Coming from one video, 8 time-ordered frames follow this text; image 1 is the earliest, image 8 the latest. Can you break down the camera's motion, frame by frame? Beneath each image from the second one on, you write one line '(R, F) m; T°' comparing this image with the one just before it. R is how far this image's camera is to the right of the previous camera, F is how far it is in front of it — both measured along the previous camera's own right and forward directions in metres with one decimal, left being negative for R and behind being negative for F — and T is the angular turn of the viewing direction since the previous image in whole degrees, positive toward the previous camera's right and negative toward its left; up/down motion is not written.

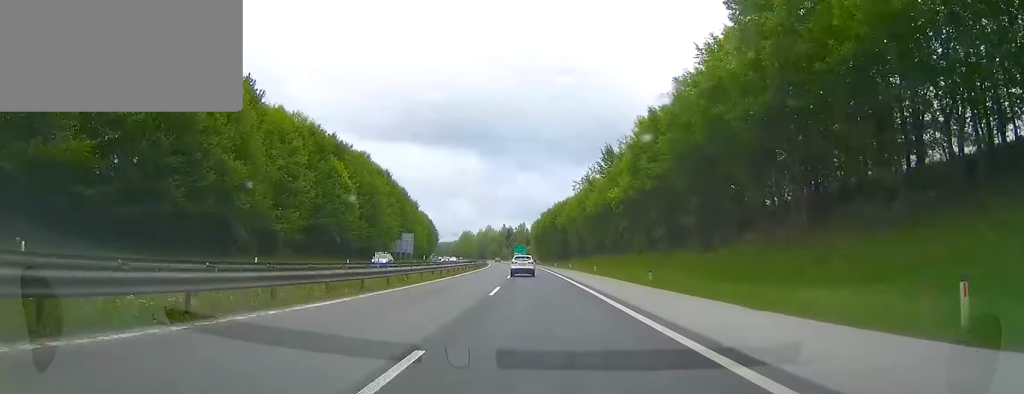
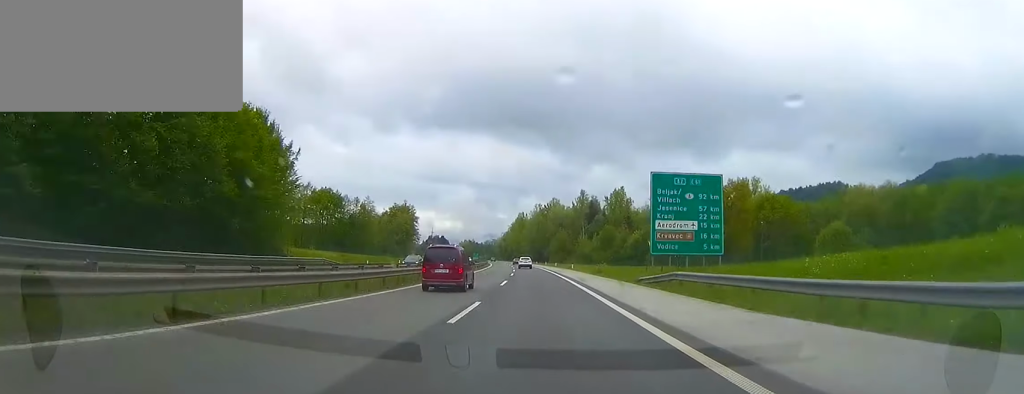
(-12.9, +193.2) m; -7°
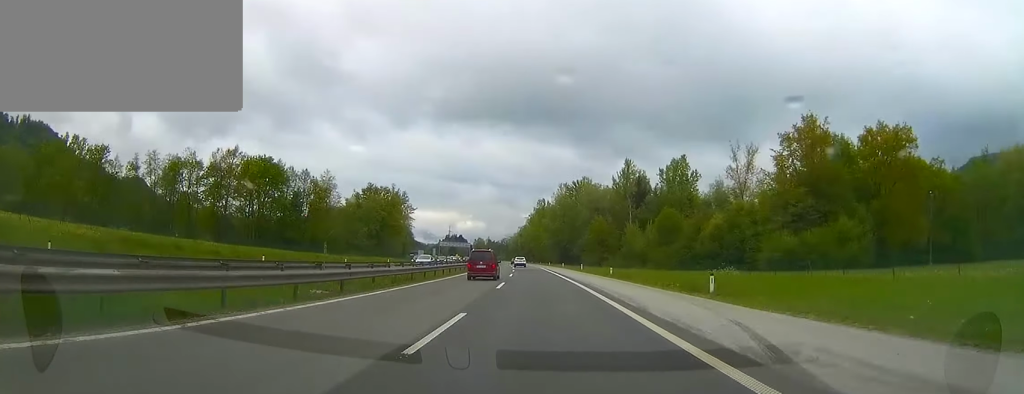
(-1.1, +58.8) m; -2°
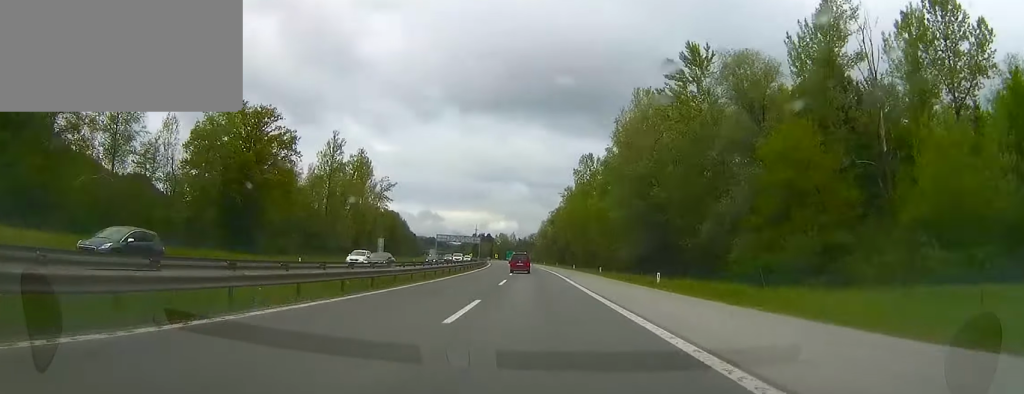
(-2.4, +88.2) m; -3°
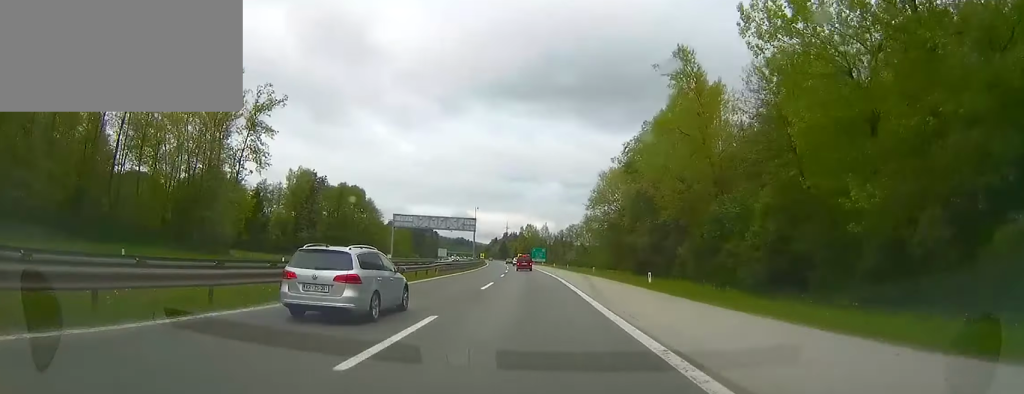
(-3.2, +97.0) m; -4°
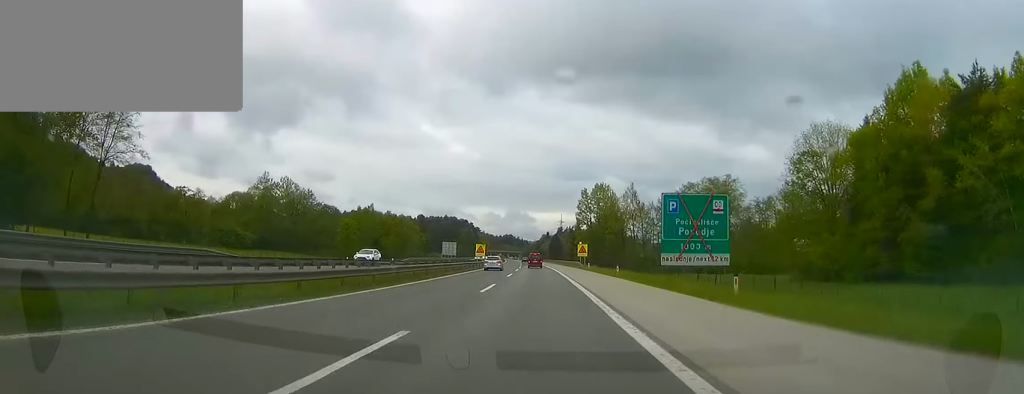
(-5.1, +131.7) m; -5°
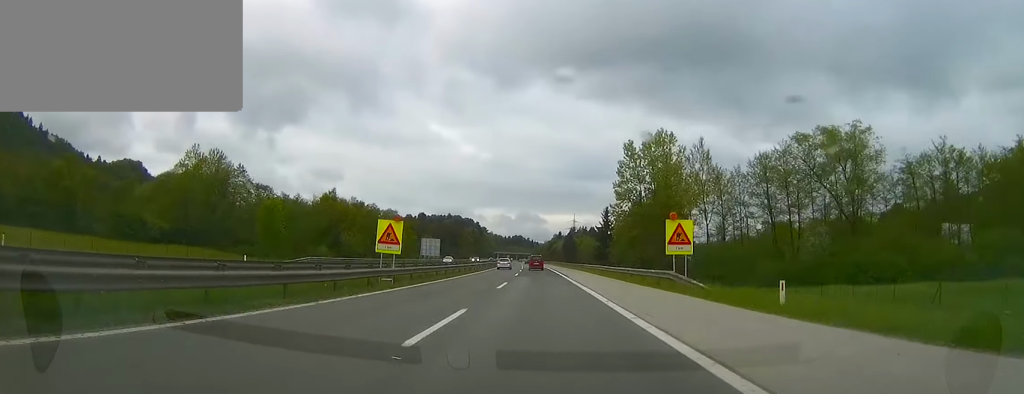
(-1.2, +49.8) m; -1°
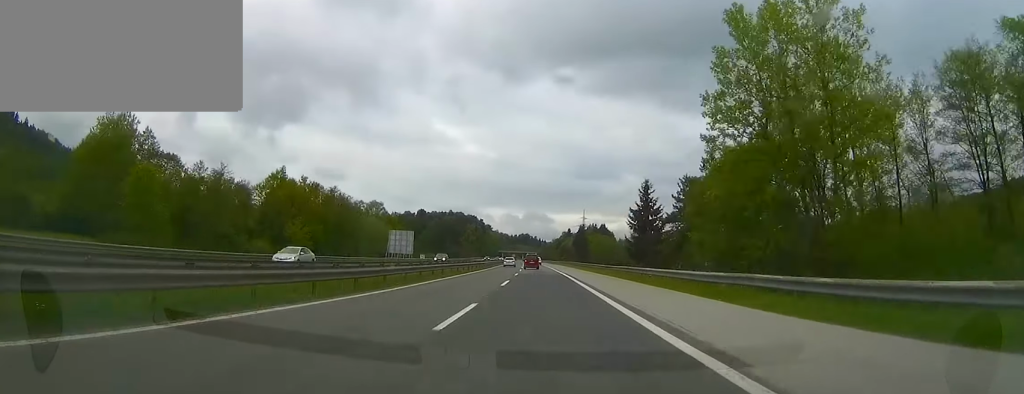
(-0.3, +38.0) m; -1°
